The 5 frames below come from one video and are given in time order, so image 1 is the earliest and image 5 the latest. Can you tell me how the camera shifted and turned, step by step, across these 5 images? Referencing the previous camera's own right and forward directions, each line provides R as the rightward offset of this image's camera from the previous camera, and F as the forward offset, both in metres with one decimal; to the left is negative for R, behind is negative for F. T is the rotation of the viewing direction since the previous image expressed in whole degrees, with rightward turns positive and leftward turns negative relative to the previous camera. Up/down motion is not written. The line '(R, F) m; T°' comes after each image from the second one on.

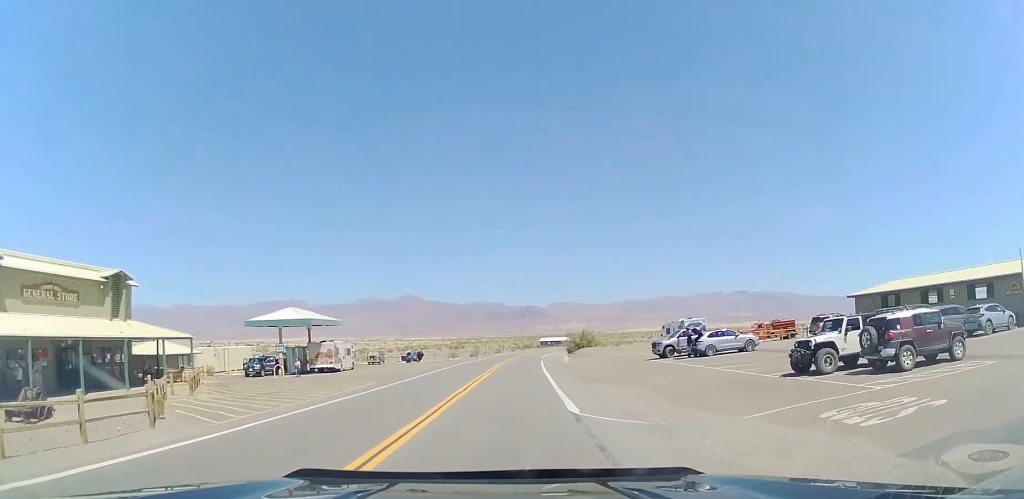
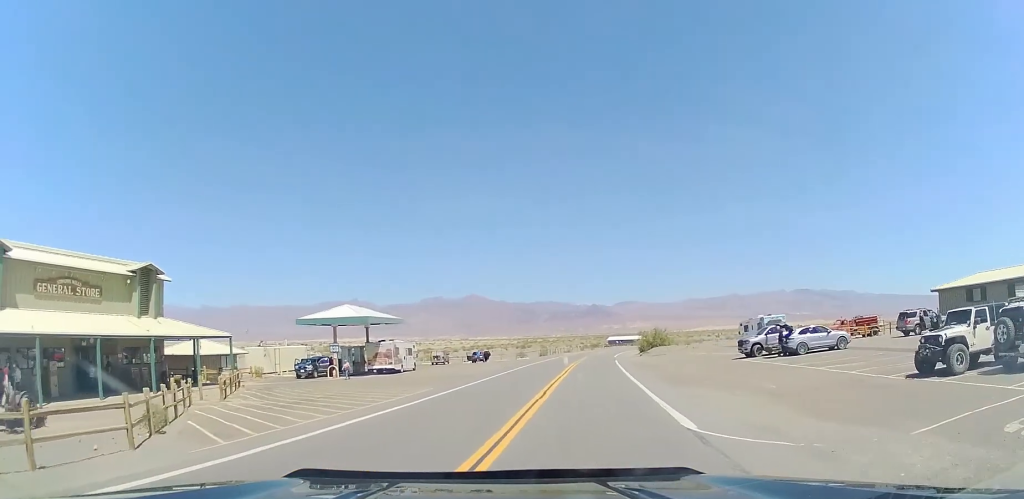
(+0.1, +3.2) m; -6°
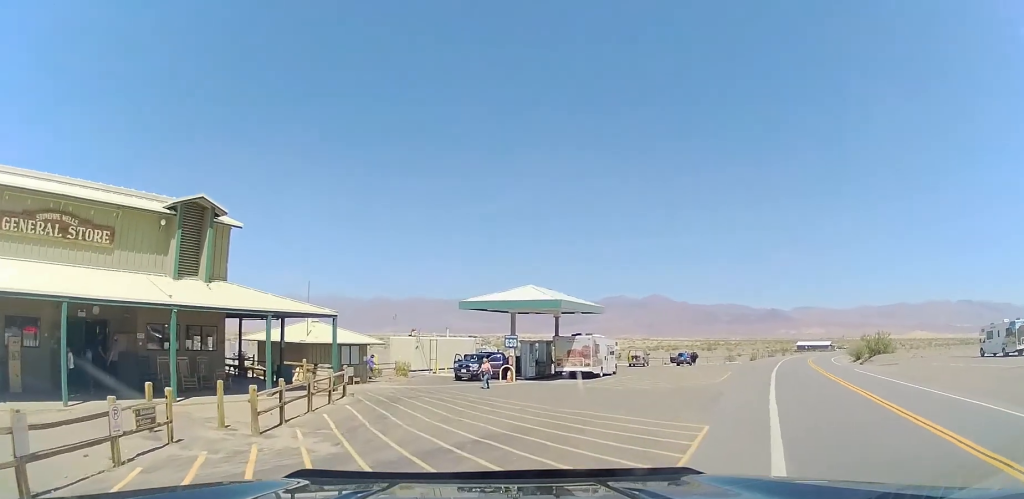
(-4.1, +11.4) m; -23°
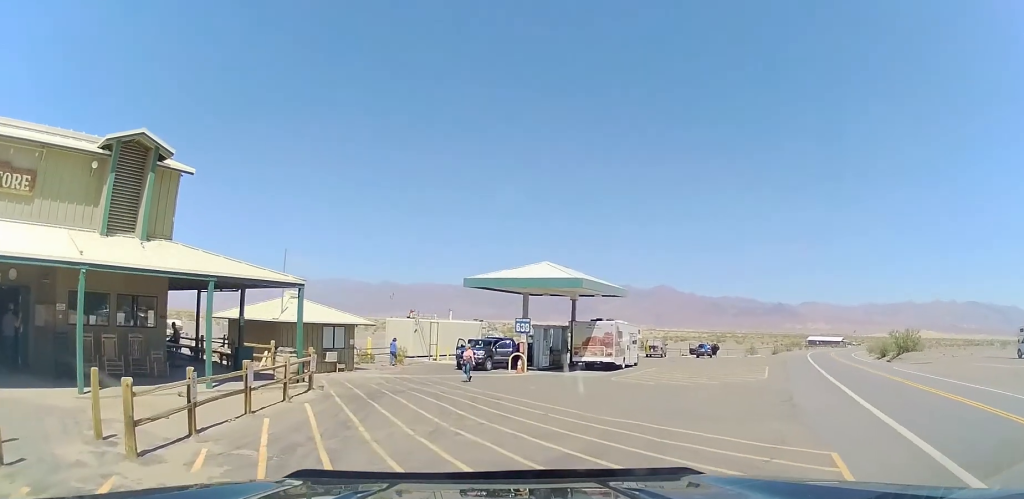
(+0.2, +5.4) m; -2°
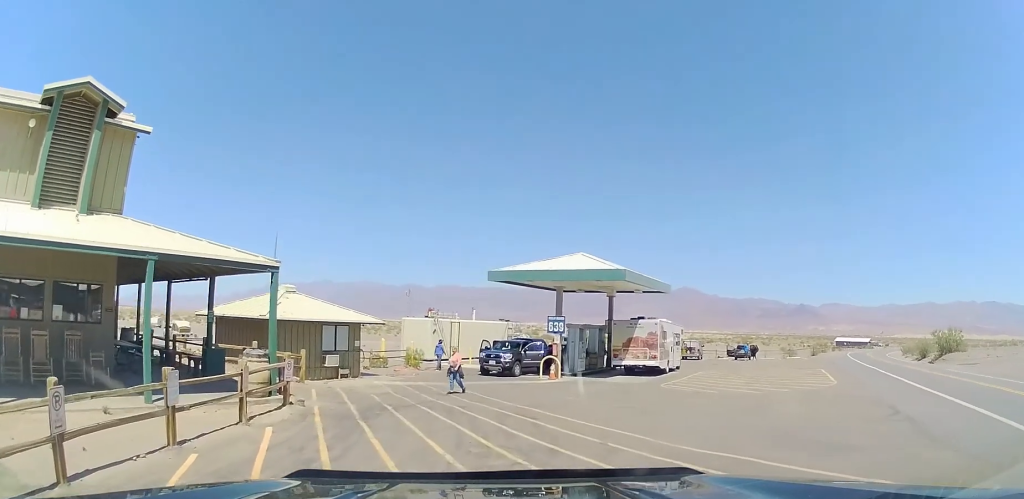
(-0.1, +4.9) m; -6°
